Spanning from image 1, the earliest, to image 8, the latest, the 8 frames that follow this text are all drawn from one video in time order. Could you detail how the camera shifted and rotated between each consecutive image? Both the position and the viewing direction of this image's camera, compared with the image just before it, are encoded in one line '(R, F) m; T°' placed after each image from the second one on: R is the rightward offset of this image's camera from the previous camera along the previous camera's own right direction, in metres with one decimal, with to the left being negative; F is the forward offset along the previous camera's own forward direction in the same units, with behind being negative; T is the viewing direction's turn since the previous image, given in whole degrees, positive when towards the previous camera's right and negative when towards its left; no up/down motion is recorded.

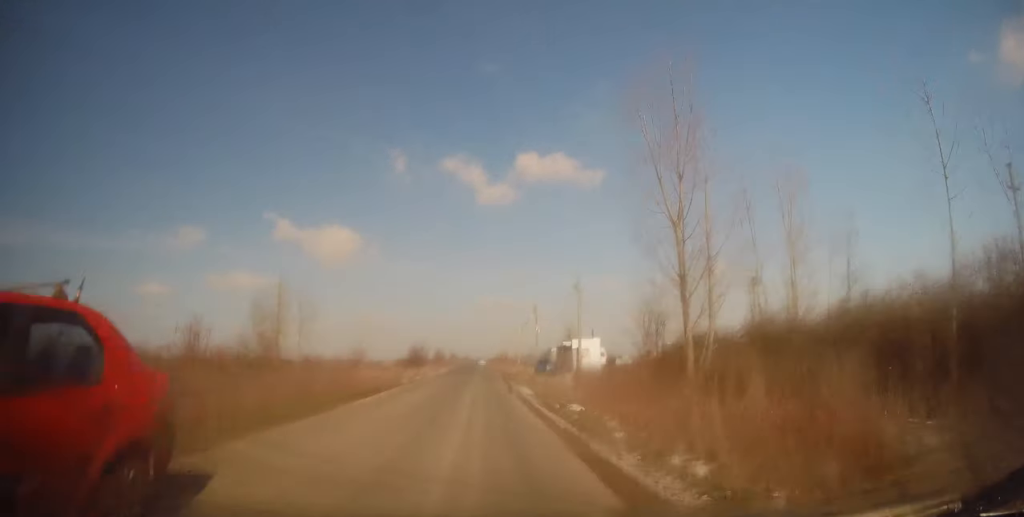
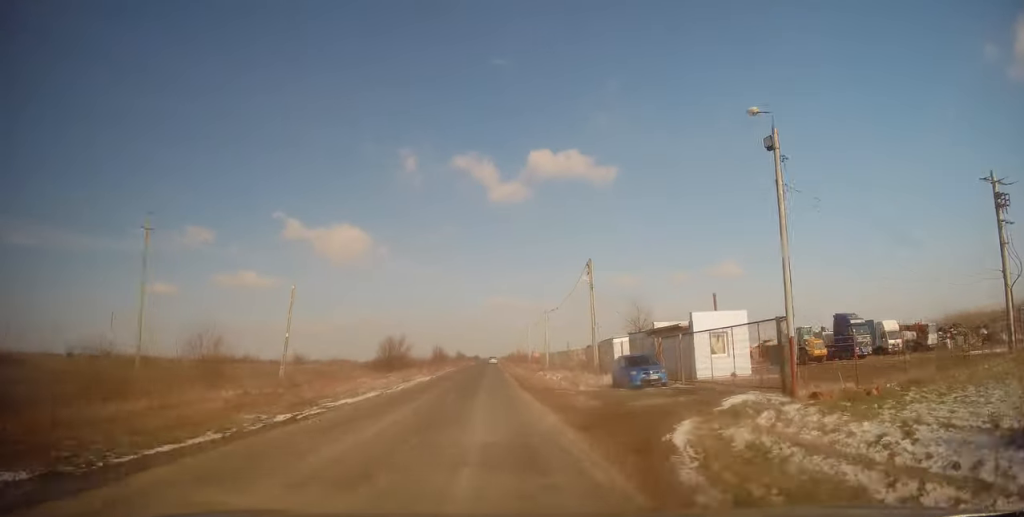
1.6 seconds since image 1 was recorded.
(-0.1, +31.2) m; +1°
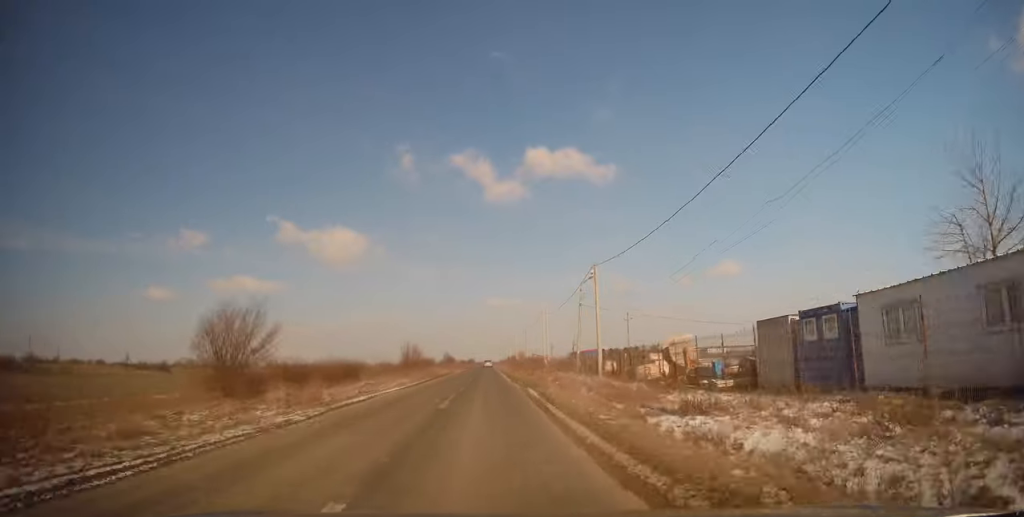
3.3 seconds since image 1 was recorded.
(-0.1, +36.6) m; -1°
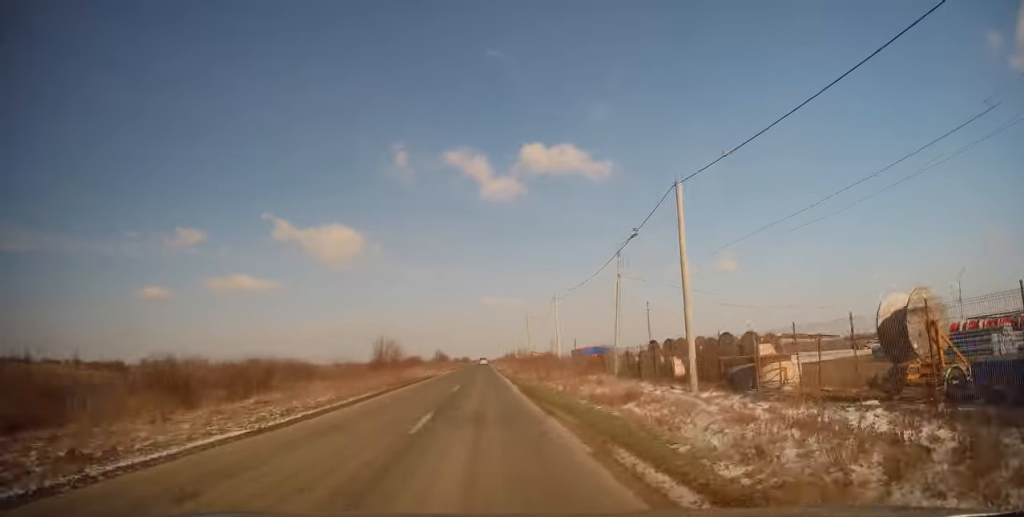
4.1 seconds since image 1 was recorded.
(-0.1, +17.1) m; 0°
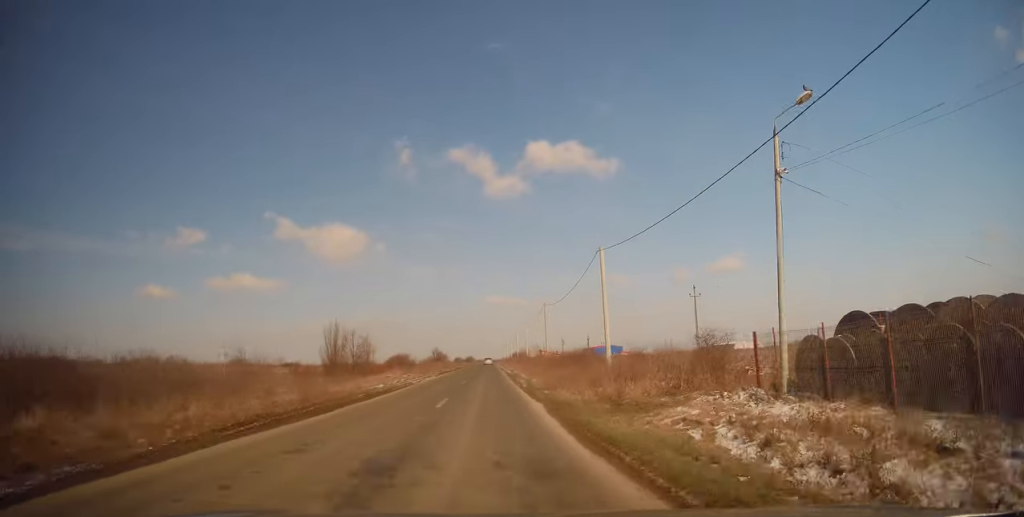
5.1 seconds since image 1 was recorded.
(+0.2, +20.5) m; 0°
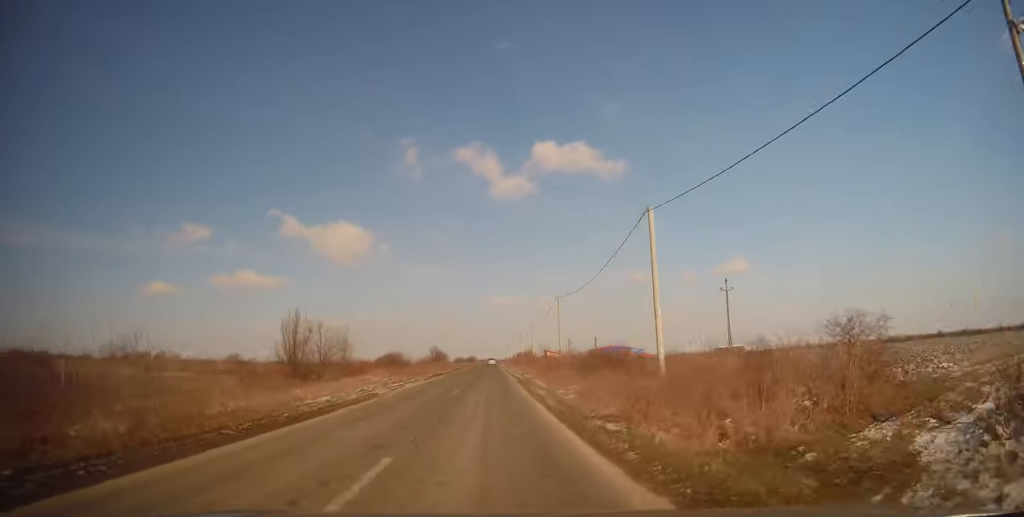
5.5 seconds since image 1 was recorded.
(0.0, +9.7) m; 0°
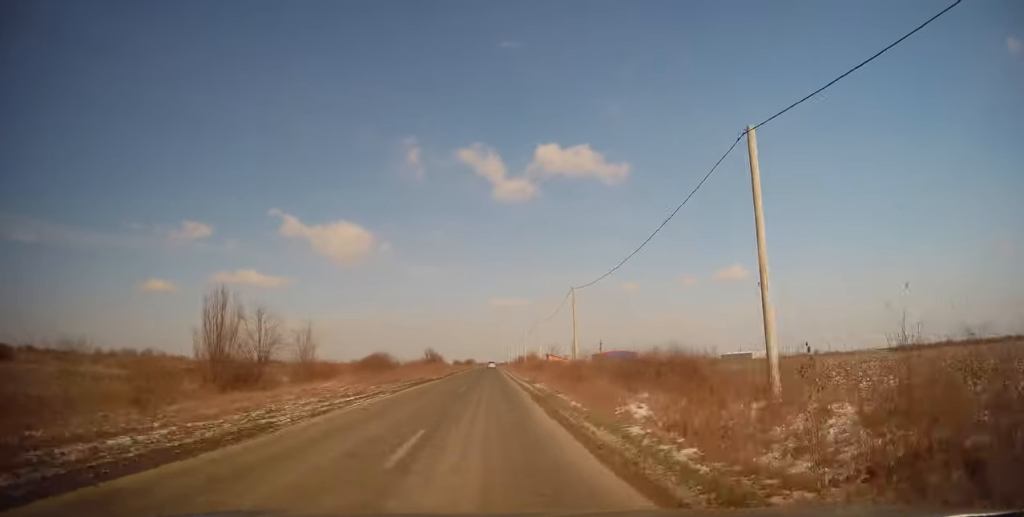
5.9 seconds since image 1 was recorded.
(0.0, +9.7) m; 0°
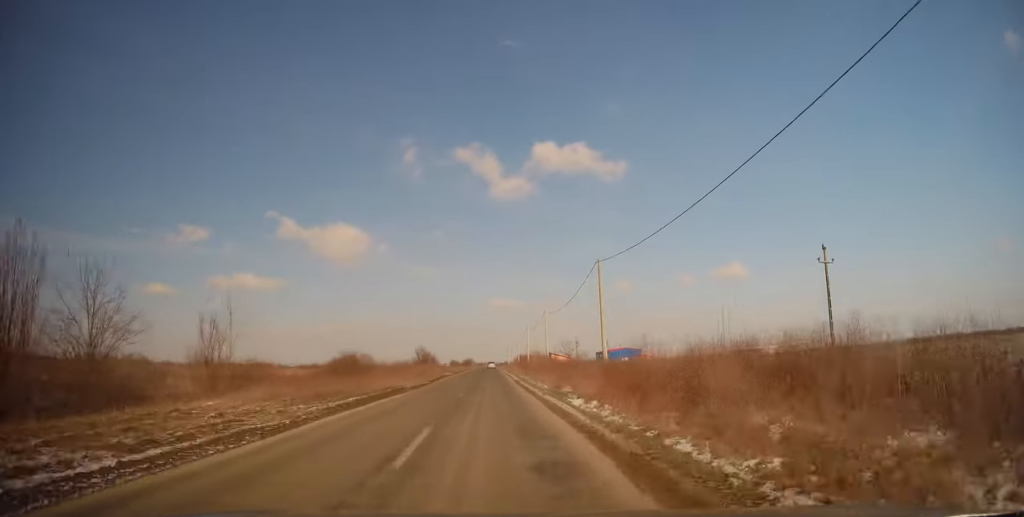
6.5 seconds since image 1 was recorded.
(-0.1, +12.2) m; 0°
